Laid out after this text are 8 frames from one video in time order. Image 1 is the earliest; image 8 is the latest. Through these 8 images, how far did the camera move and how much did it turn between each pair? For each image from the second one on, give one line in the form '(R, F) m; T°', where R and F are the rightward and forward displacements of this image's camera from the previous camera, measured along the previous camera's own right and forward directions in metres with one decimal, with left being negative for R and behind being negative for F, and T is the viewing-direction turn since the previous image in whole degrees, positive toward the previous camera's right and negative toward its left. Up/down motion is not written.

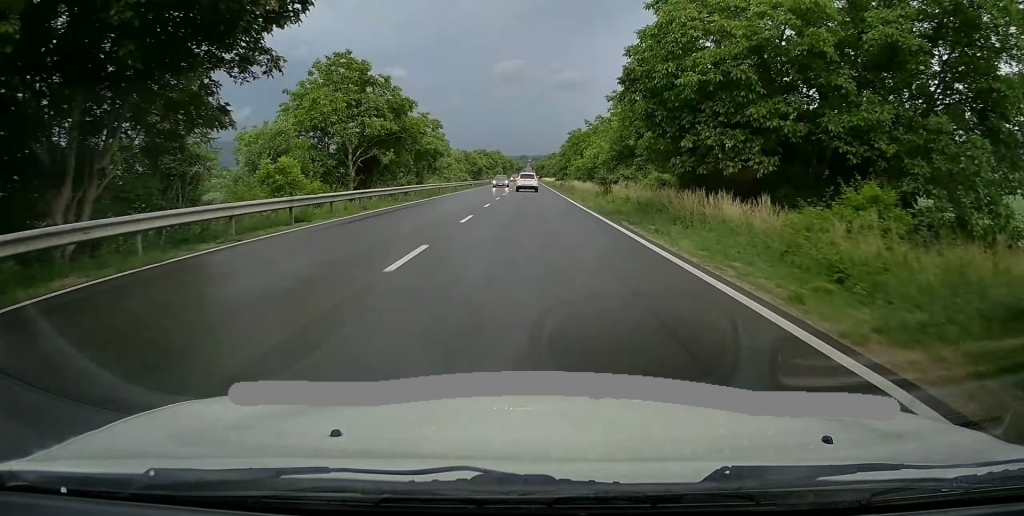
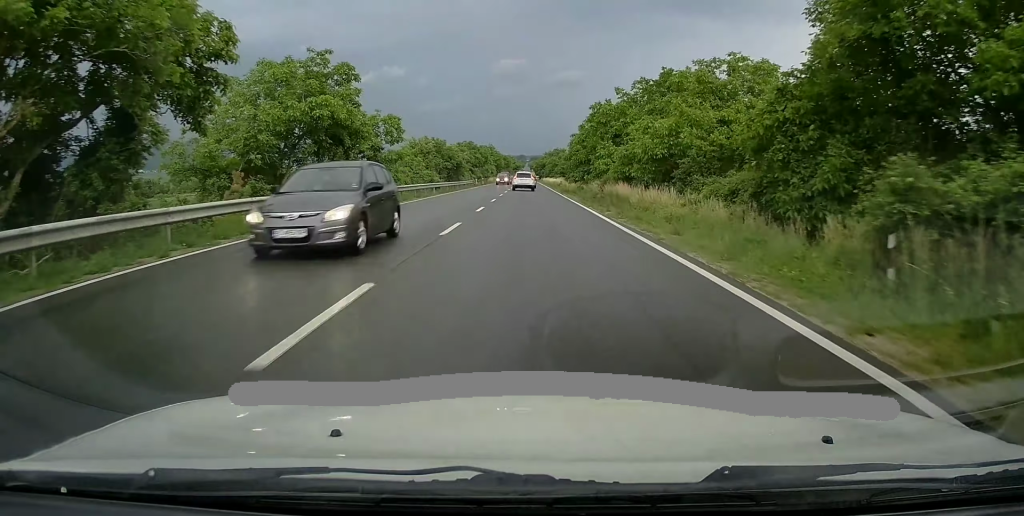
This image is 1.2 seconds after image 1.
(-0.4, +30.8) m; -1°
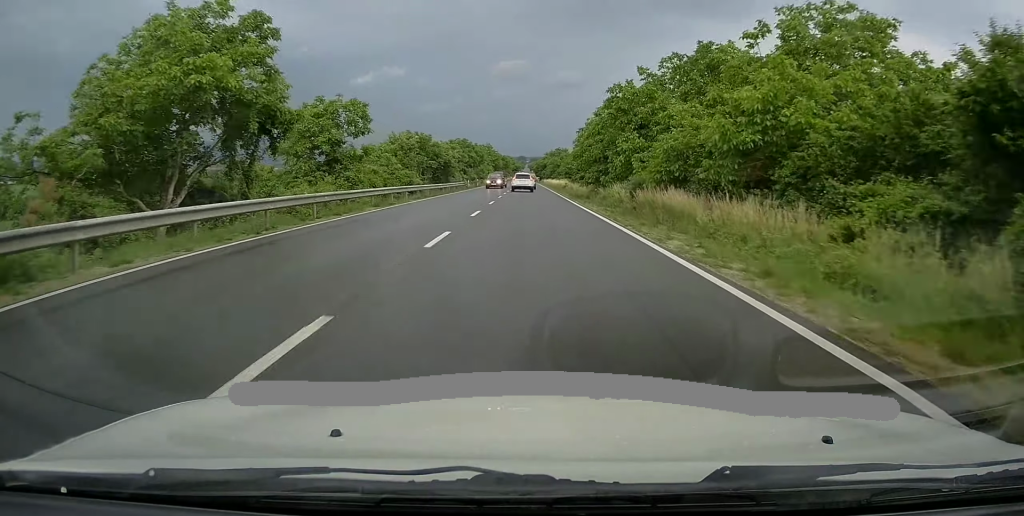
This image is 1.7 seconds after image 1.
(-0.1, +10.9) m; 0°
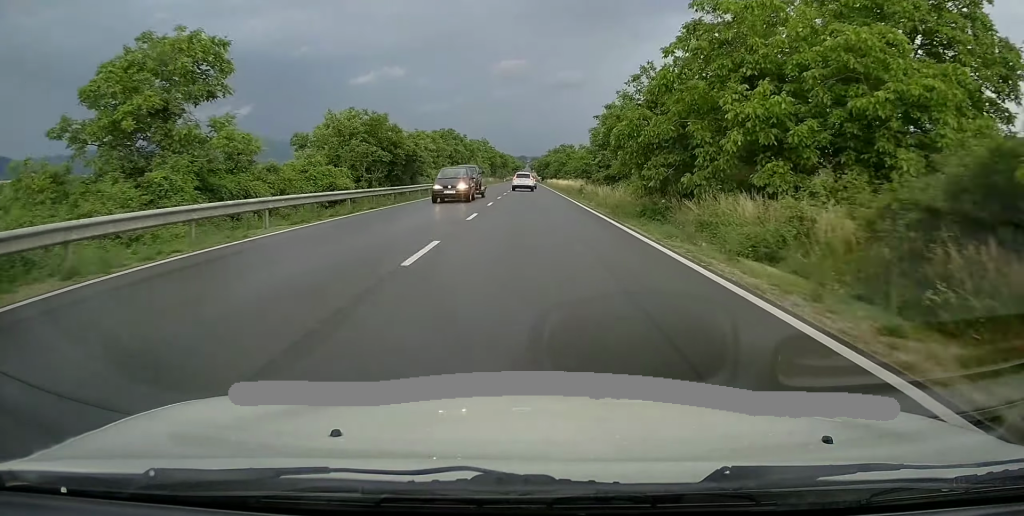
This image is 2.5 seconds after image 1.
(+0.4, +20.1) m; +1°
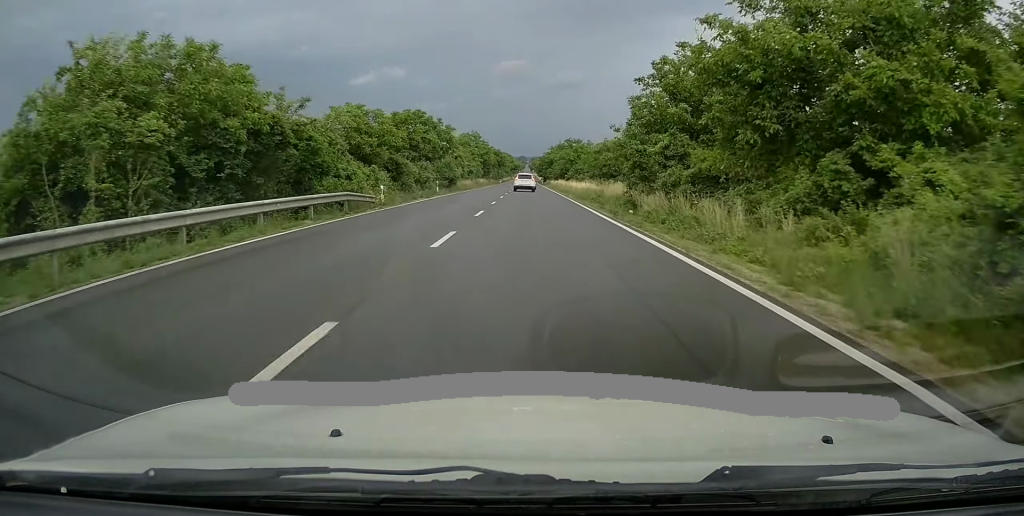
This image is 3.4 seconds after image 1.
(+0.1, +24.4) m; 0°
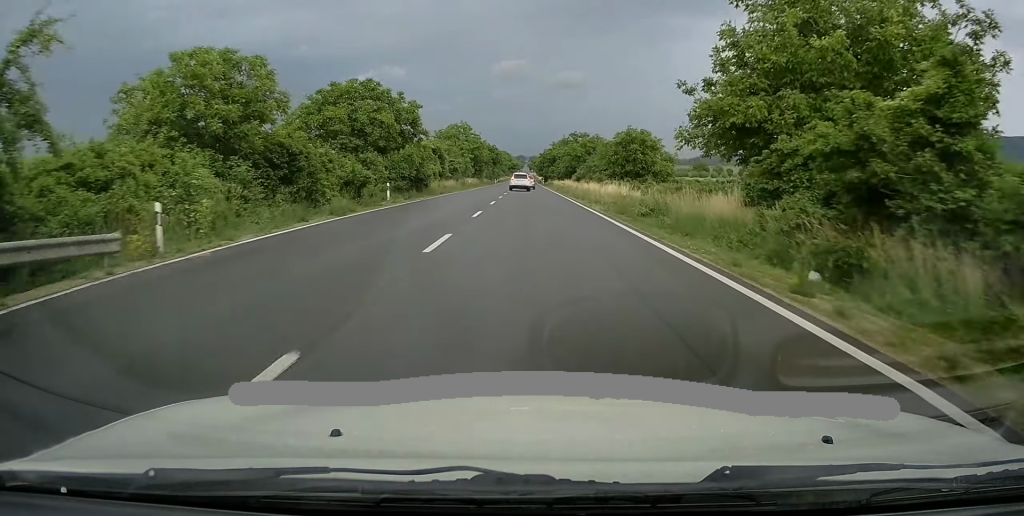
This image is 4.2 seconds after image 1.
(0.0, +18.5) m; 0°
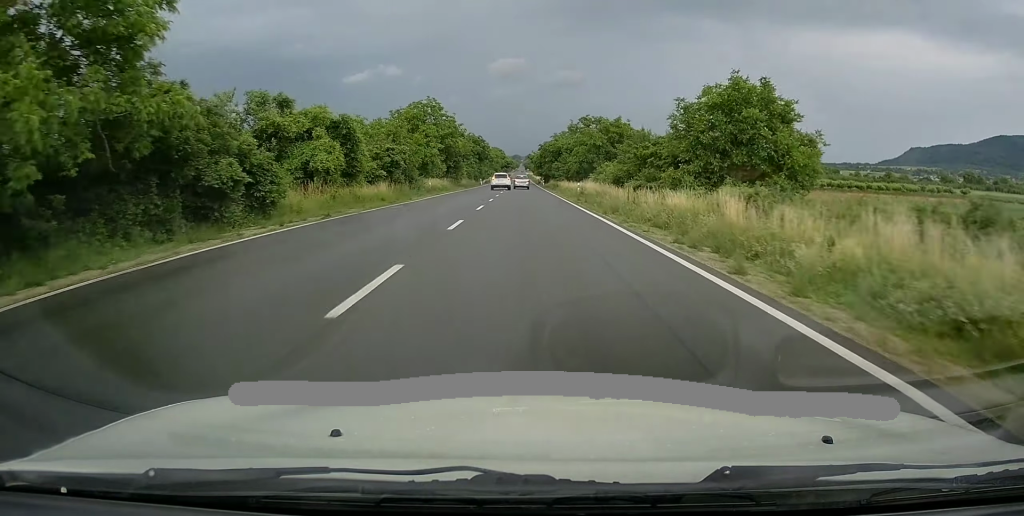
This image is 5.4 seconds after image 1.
(0.0, +31.3) m; 0°
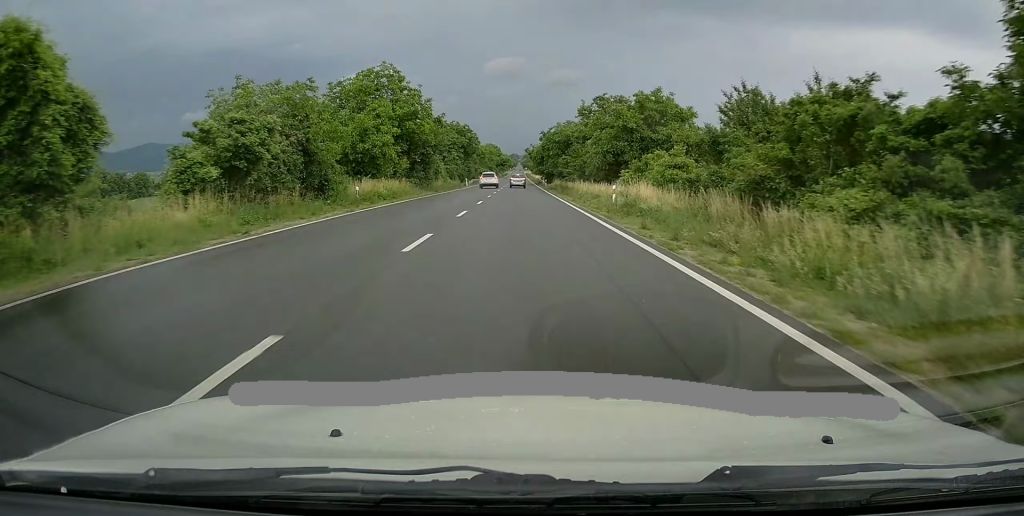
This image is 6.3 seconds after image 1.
(0.0, +22.0) m; -1°
